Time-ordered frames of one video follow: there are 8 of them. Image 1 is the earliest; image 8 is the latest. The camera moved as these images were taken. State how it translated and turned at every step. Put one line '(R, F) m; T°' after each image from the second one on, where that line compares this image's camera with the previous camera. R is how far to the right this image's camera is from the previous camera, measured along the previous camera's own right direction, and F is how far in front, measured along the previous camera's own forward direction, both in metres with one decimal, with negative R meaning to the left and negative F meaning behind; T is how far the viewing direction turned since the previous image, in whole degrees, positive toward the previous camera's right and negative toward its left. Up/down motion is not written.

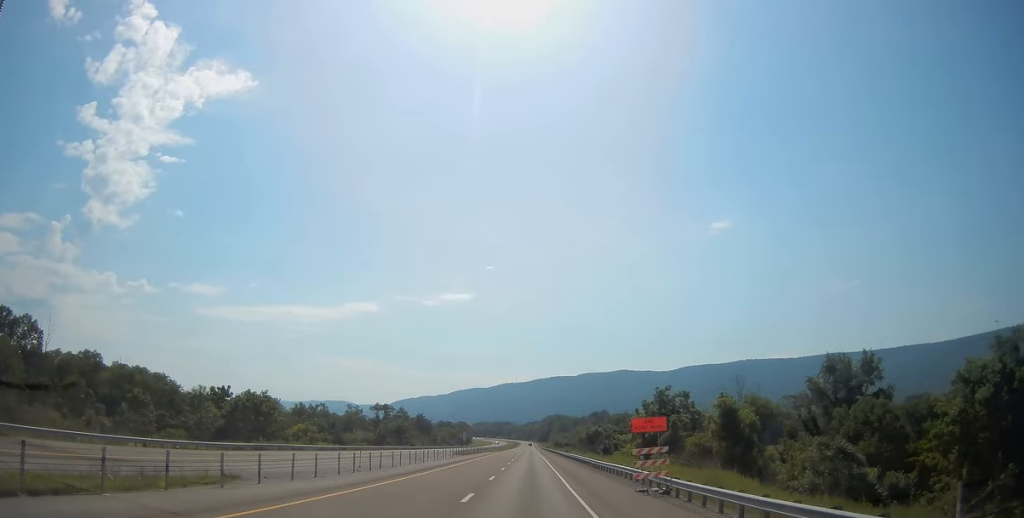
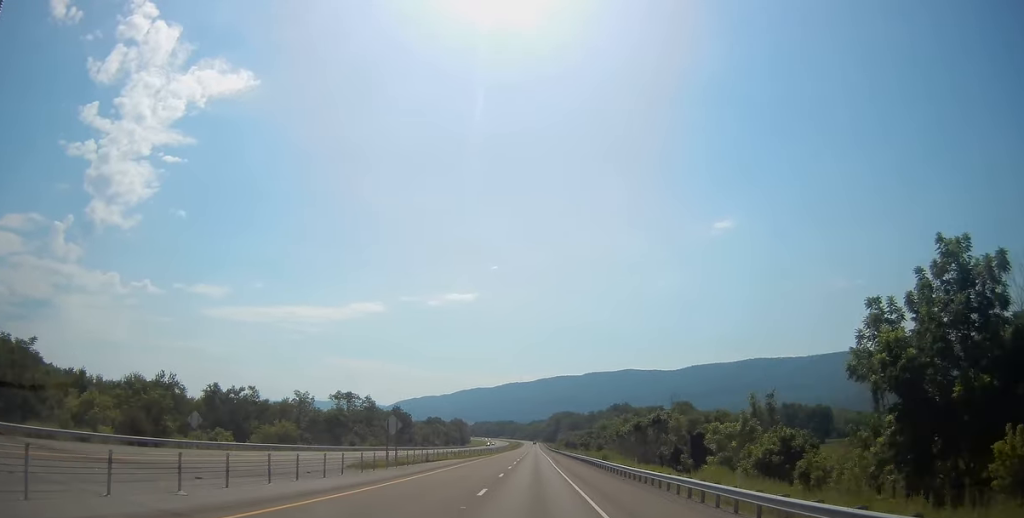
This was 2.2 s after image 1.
(-0.6, +57.7) m; -1°
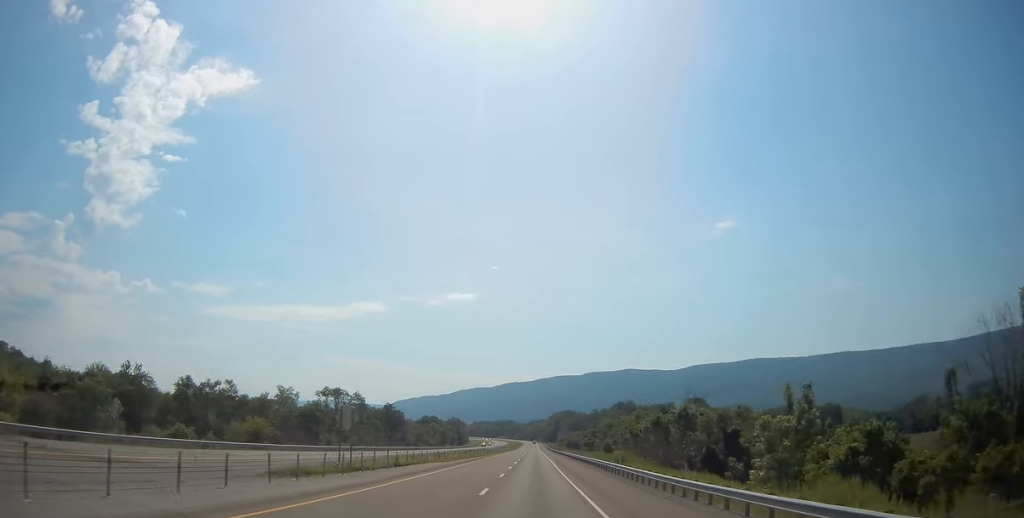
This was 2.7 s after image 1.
(0.0, +12.3) m; 0°
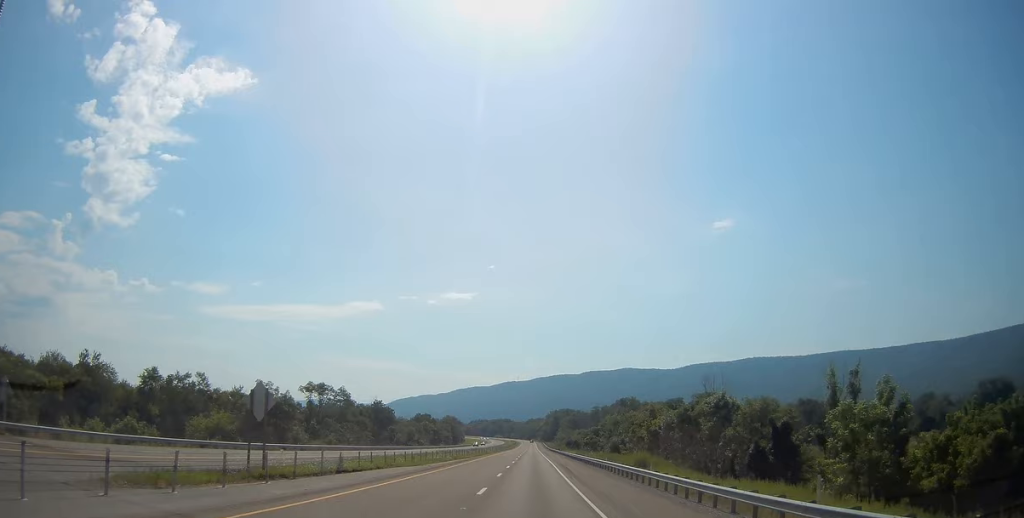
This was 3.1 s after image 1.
(+0.1, +12.2) m; 0°
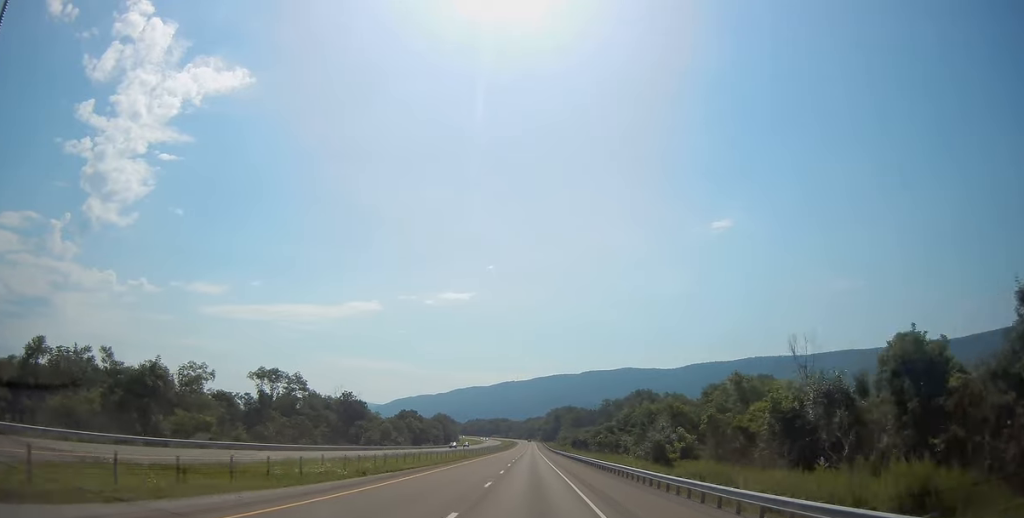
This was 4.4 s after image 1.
(-0.2, +33.2) m; 0°
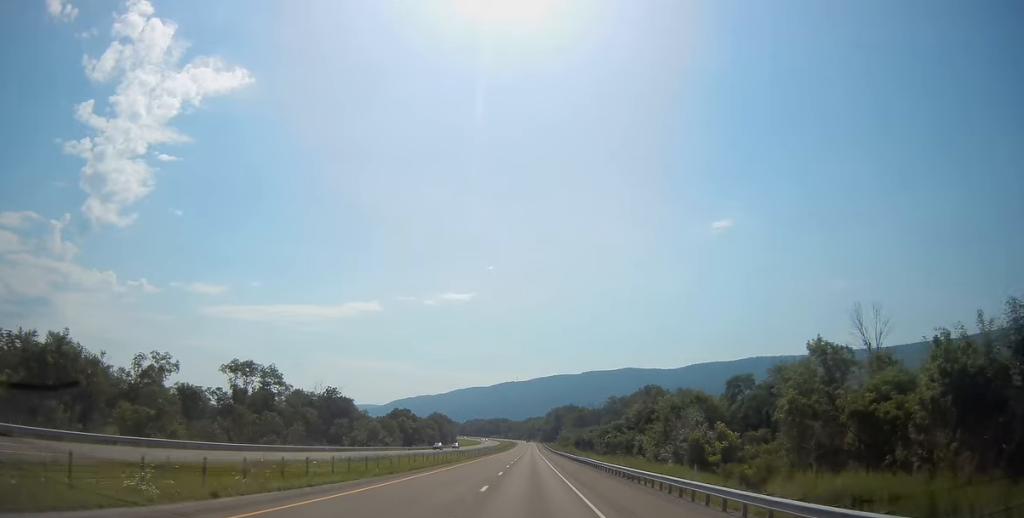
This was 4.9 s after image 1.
(+0.2, +14.0) m; 0°
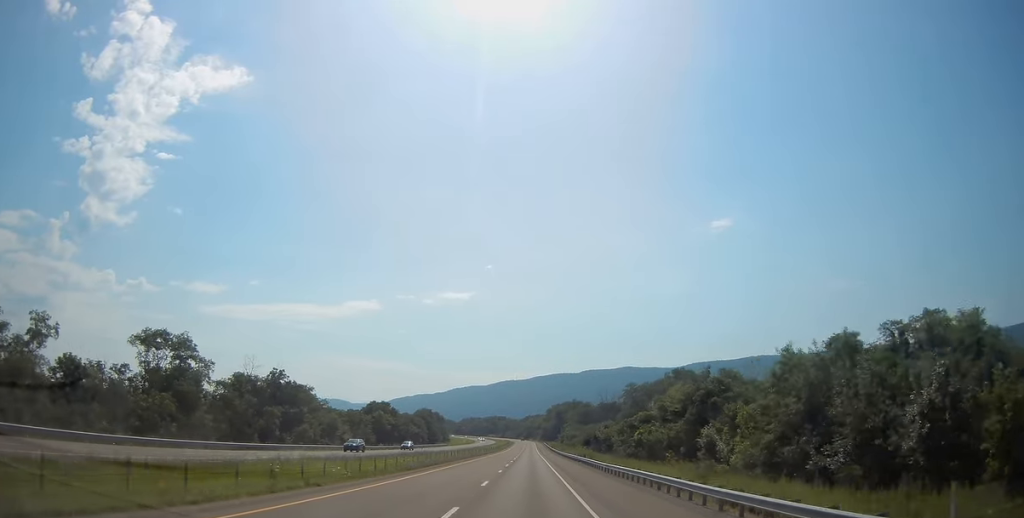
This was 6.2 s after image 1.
(-0.3, +34.1) m; 0°
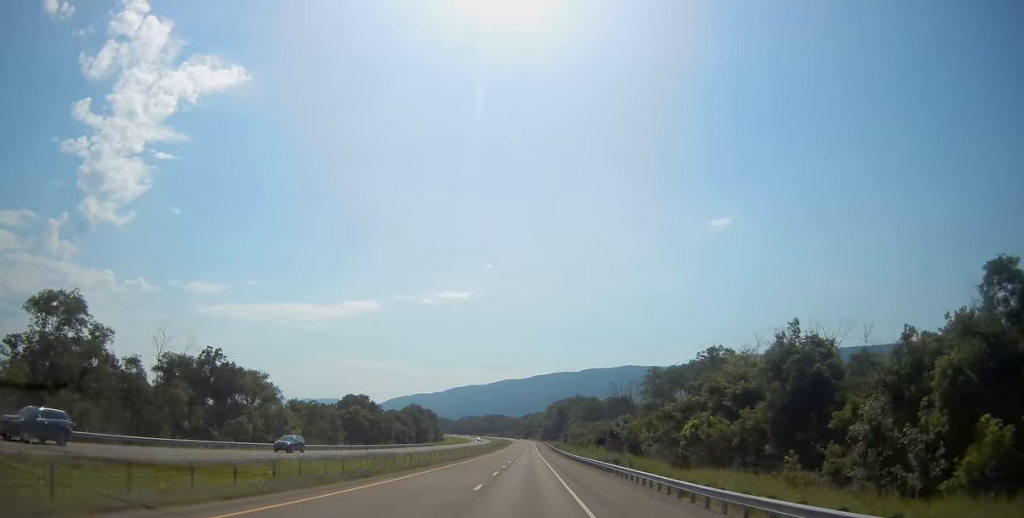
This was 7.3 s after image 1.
(+0.4, +27.1) m; 0°
